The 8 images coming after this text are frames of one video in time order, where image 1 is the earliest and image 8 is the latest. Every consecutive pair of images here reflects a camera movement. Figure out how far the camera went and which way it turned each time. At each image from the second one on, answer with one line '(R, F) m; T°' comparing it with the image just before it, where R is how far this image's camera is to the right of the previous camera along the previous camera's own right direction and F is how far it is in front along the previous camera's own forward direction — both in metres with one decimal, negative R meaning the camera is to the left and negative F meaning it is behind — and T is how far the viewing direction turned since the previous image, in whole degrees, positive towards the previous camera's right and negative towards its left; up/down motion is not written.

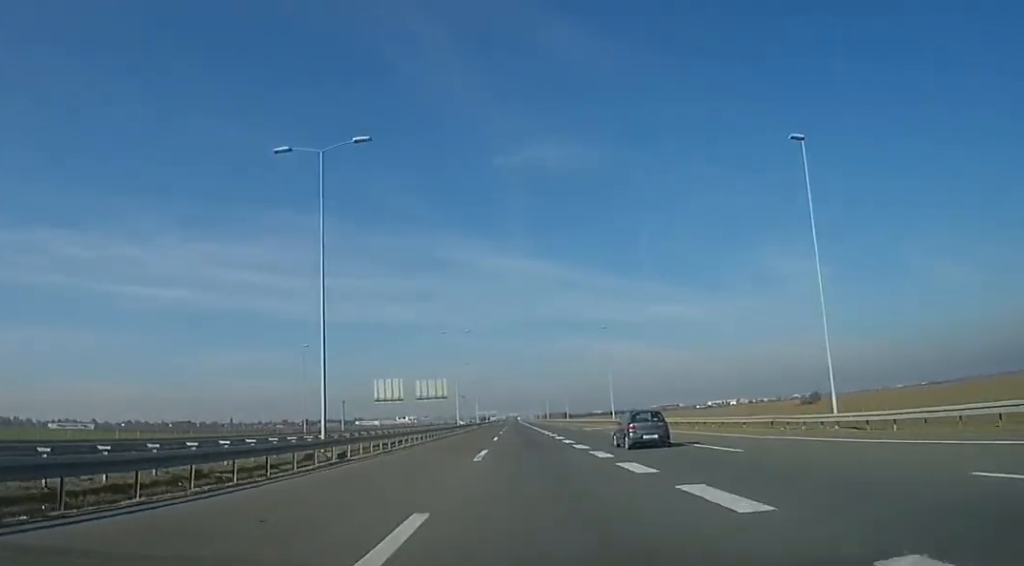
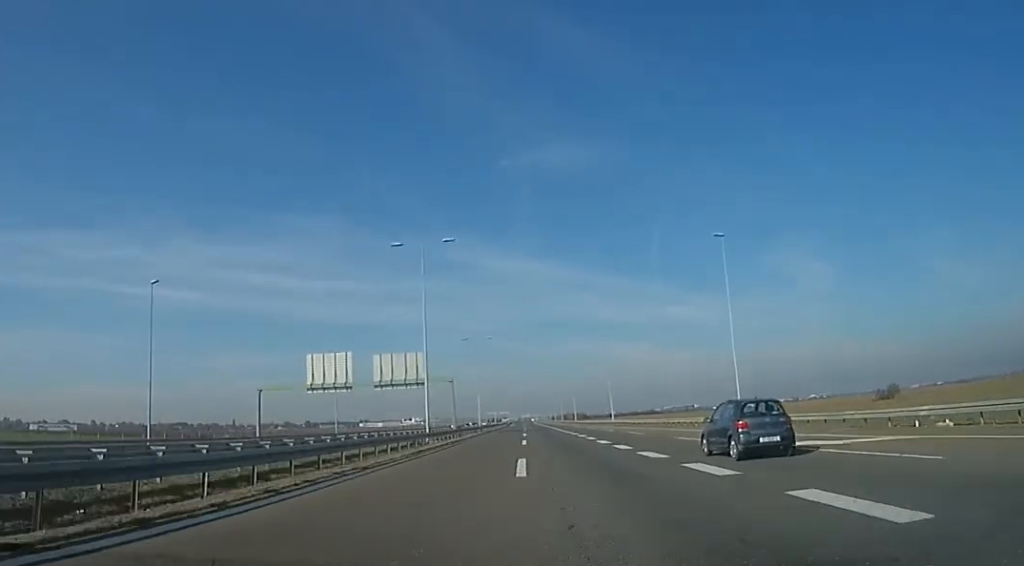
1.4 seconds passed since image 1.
(-0.2, +43.7) m; -1°
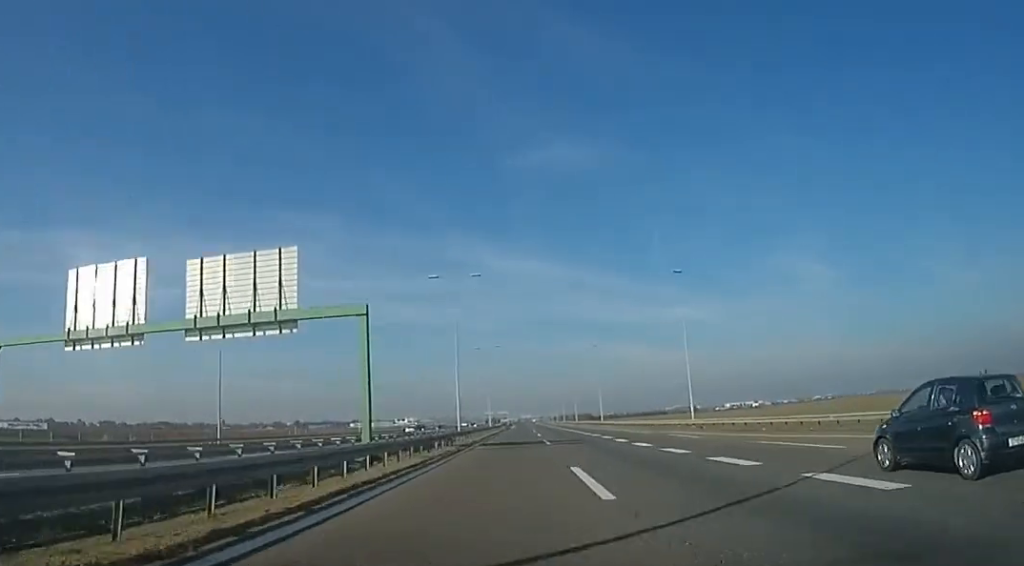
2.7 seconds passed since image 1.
(-0.7, +39.9) m; -2°
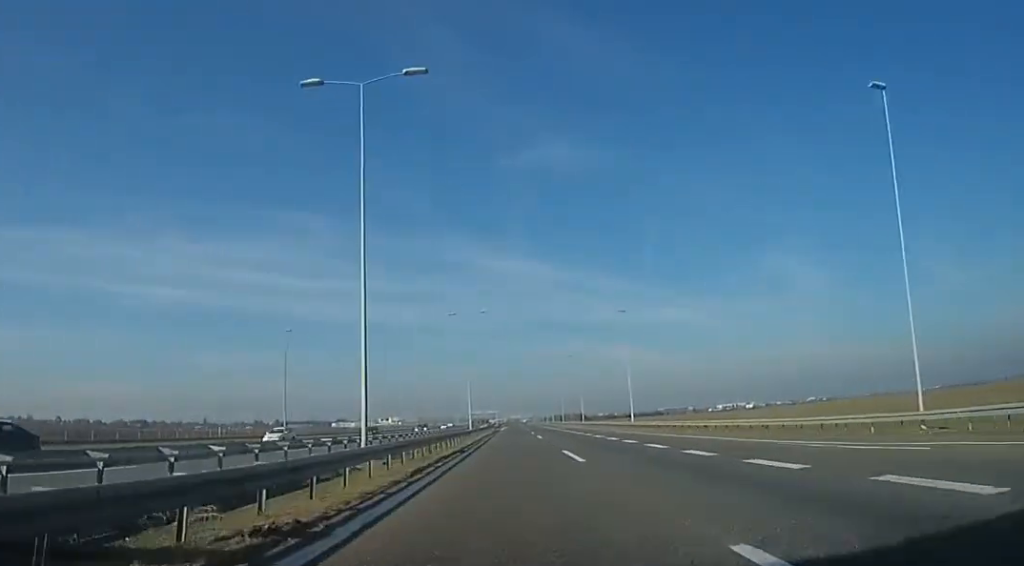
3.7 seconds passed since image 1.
(-0.3, +31.5) m; +1°
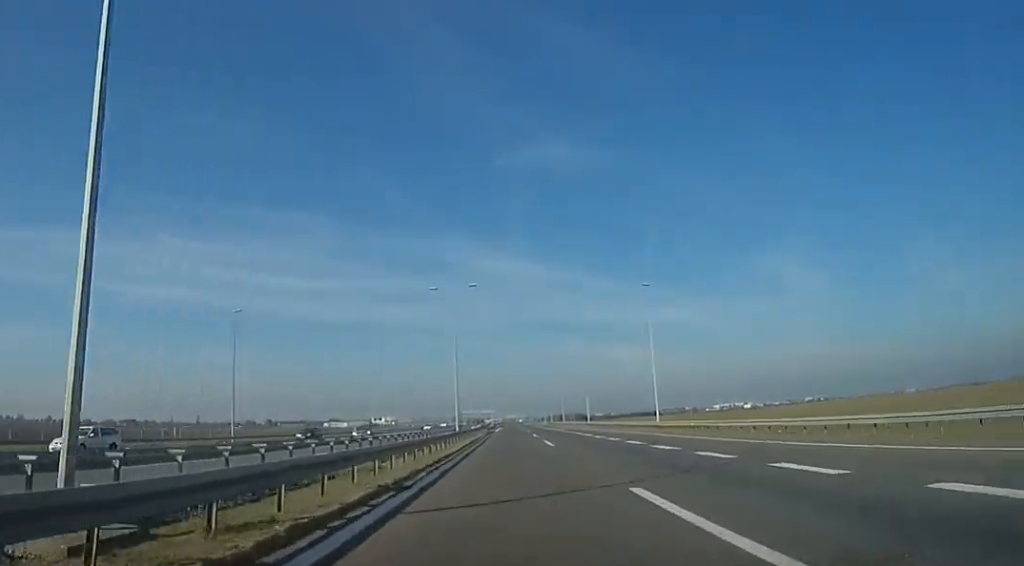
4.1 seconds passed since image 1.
(+0.4, +13.5) m; +1°
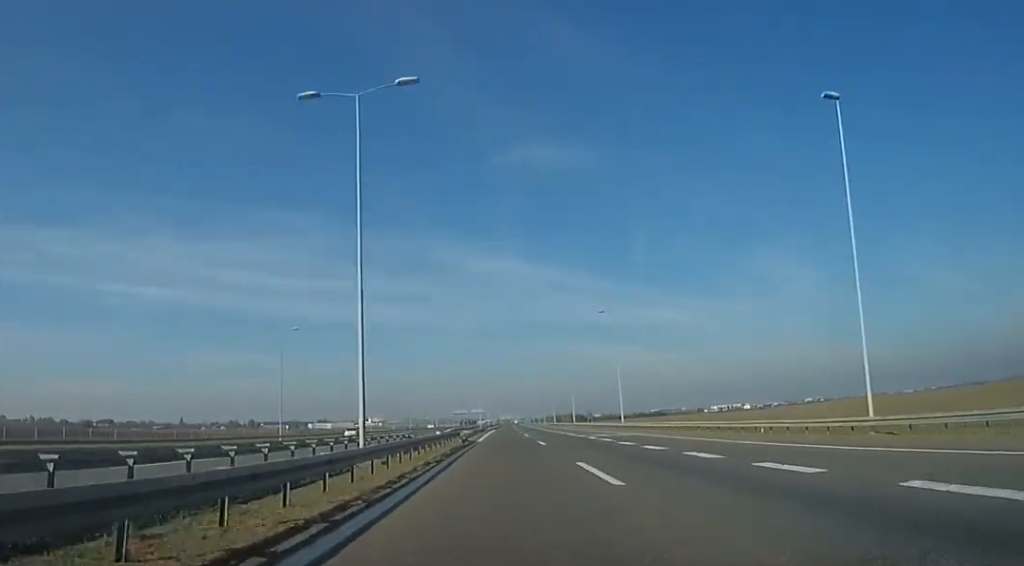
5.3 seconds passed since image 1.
(+0.3, +35.3) m; 0°
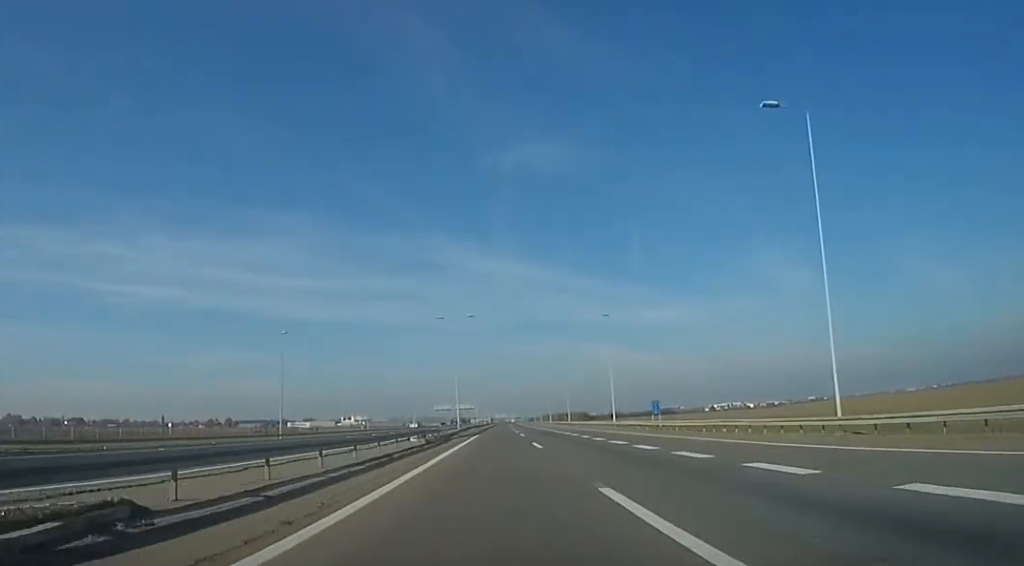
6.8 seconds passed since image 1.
(+1.2, +48.6) m; +3°
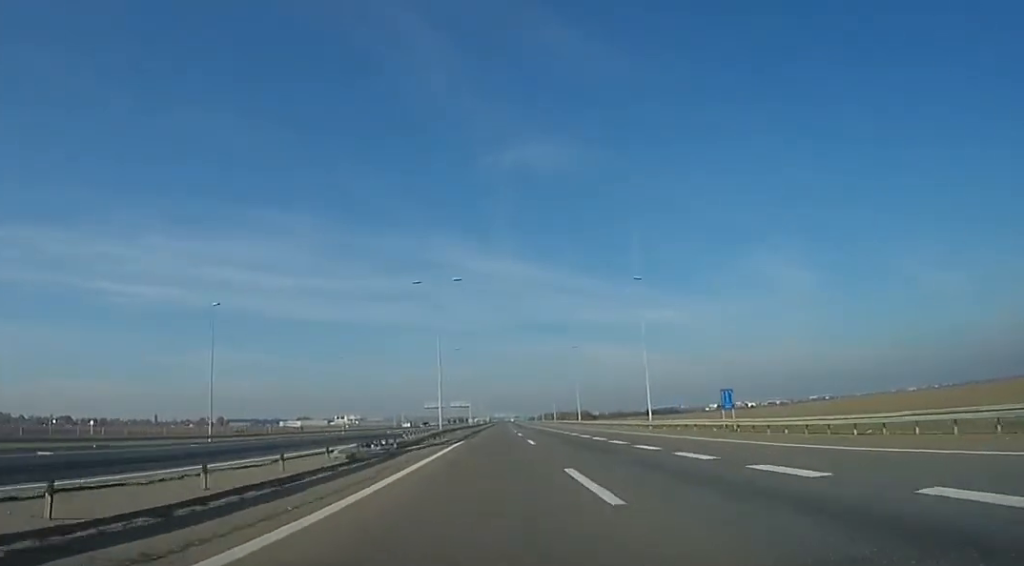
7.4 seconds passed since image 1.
(+0.5, +18.8) m; 0°
